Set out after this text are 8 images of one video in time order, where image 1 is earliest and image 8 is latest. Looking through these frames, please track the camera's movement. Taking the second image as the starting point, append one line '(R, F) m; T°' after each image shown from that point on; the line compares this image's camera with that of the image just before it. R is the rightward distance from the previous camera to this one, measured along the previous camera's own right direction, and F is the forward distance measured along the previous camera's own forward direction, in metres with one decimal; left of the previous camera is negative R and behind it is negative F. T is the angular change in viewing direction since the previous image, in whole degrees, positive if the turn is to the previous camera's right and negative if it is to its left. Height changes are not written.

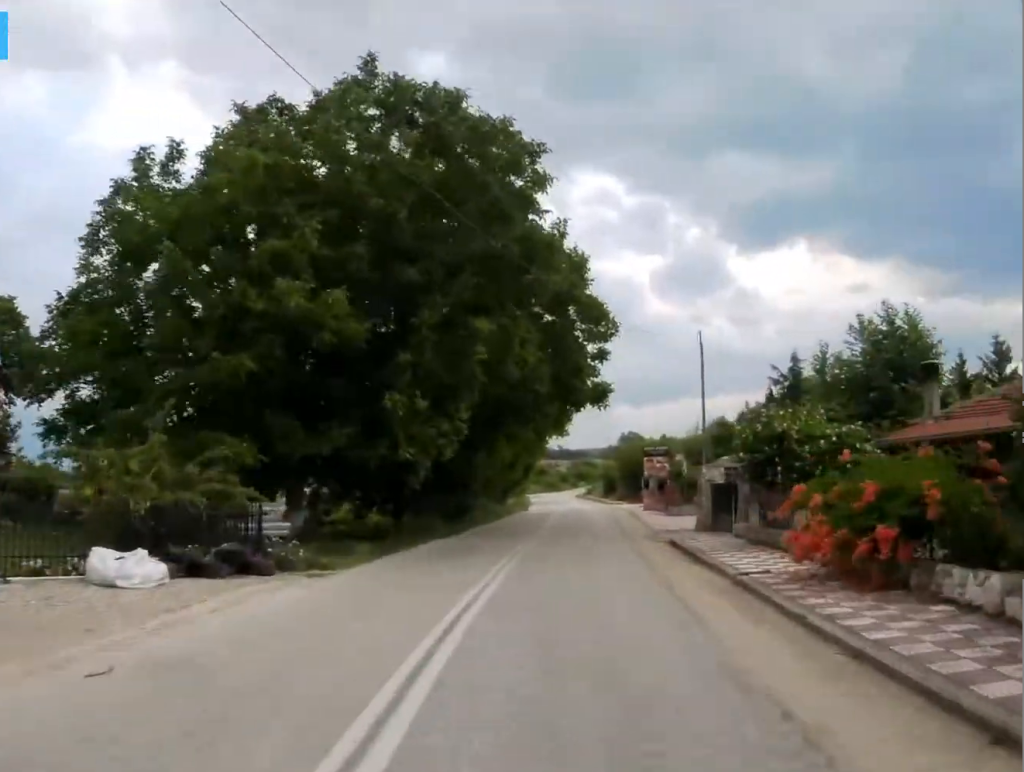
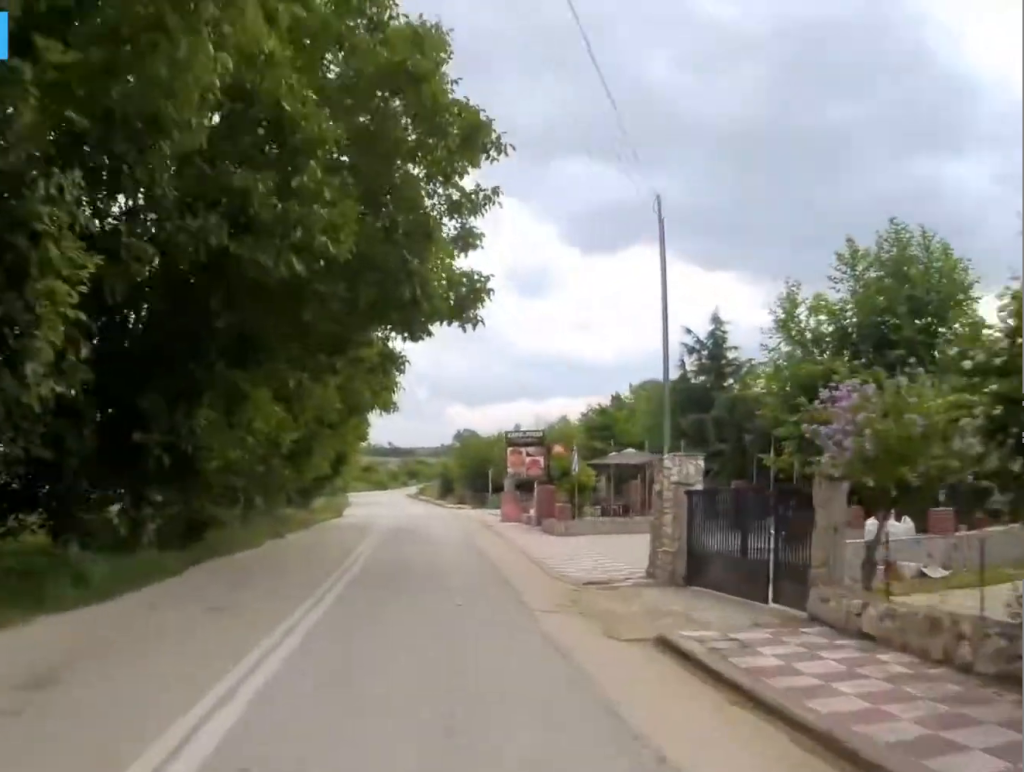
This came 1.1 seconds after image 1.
(+1.6, +15.8) m; +11°
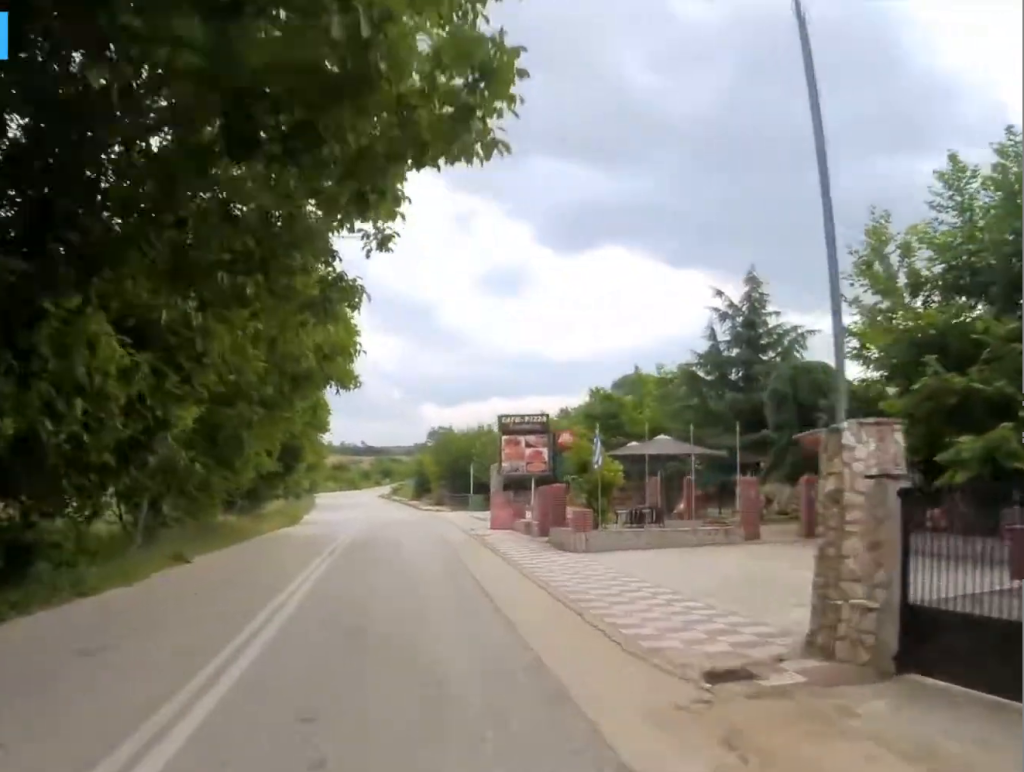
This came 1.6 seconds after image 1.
(+0.1, +6.9) m; +5°
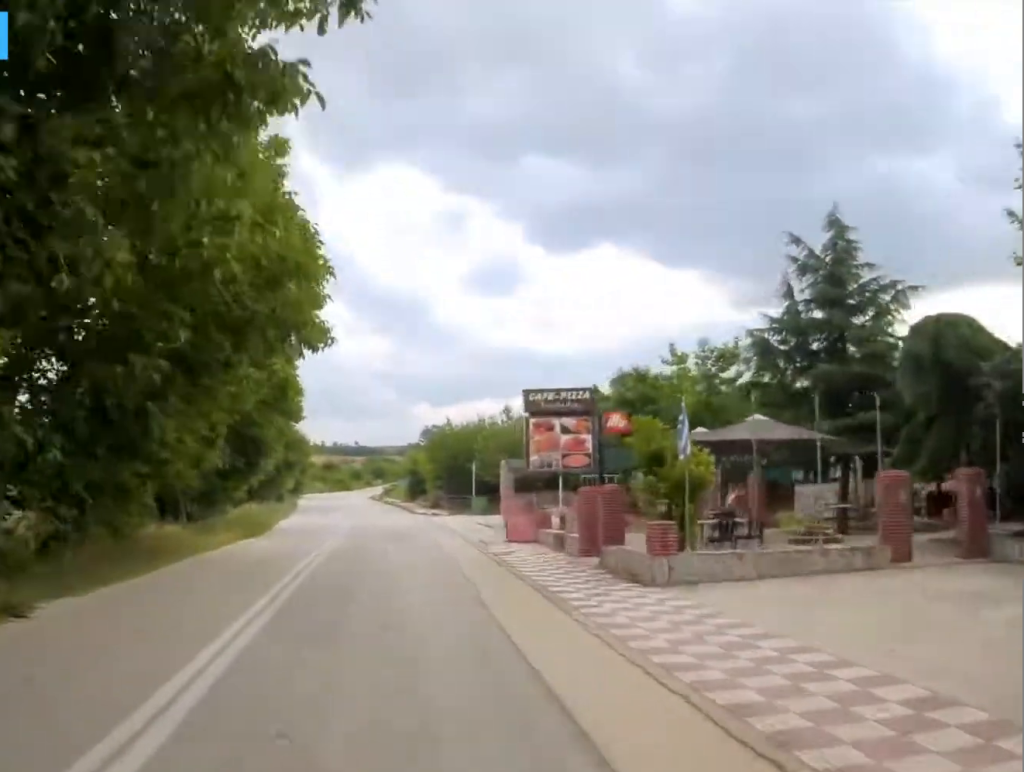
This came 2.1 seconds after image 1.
(+0.6, +6.6) m; +2°
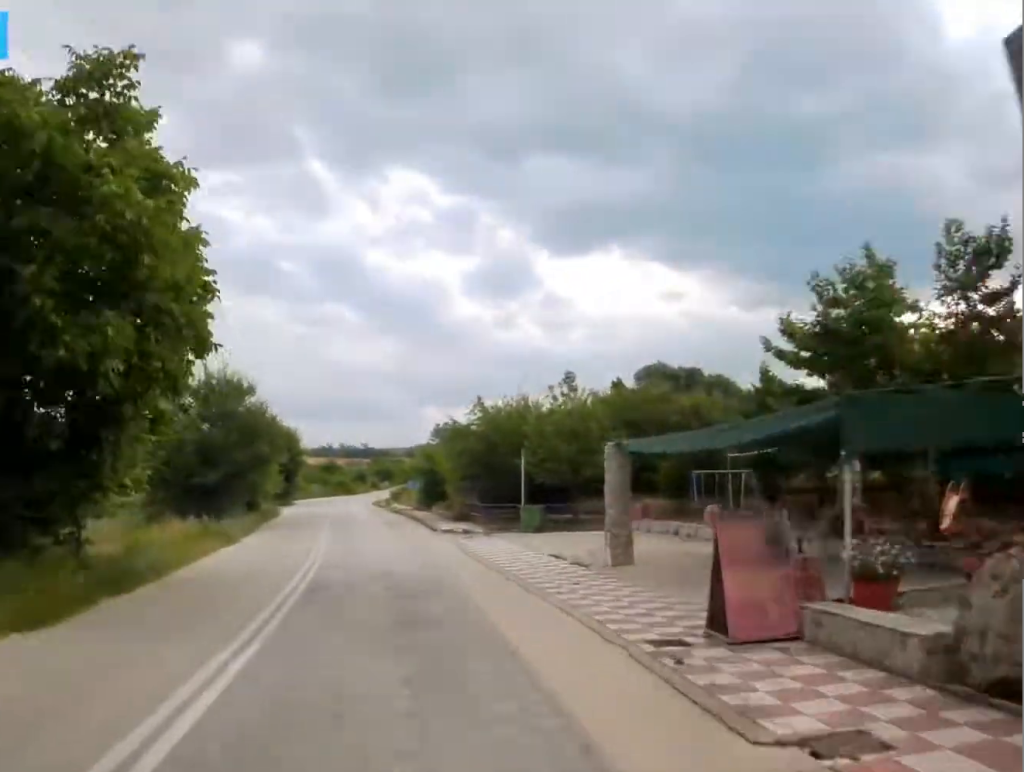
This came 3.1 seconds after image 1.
(+0.5, +14.5) m; +2°
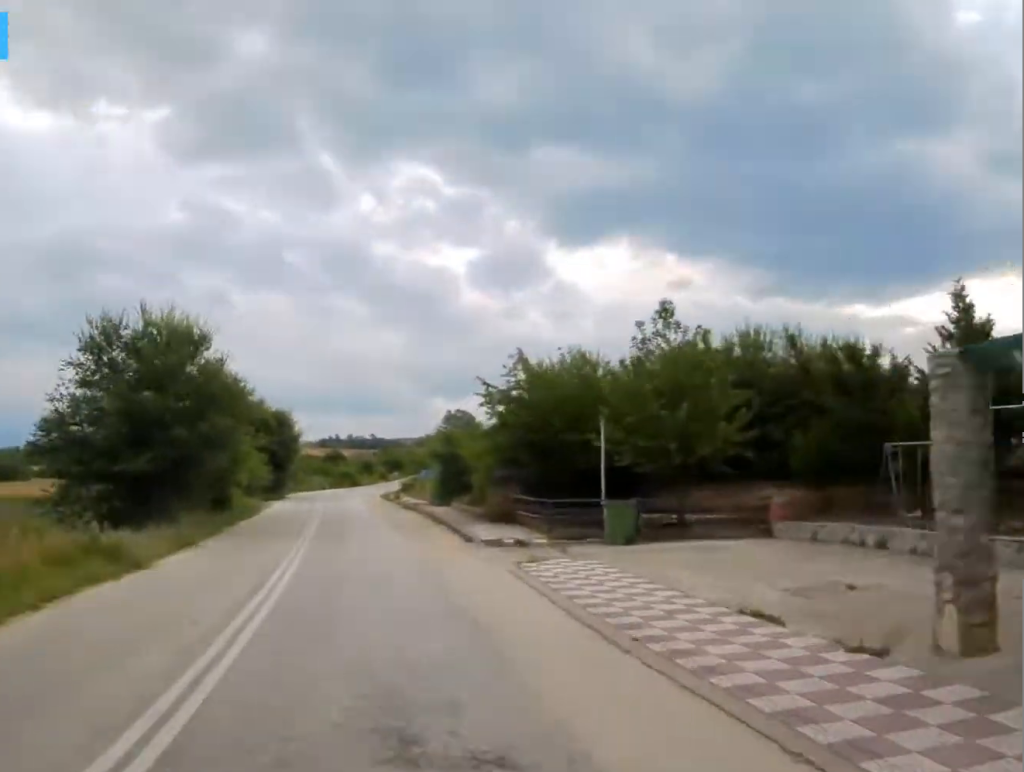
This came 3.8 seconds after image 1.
(-0.1, +11.7) m; 0°
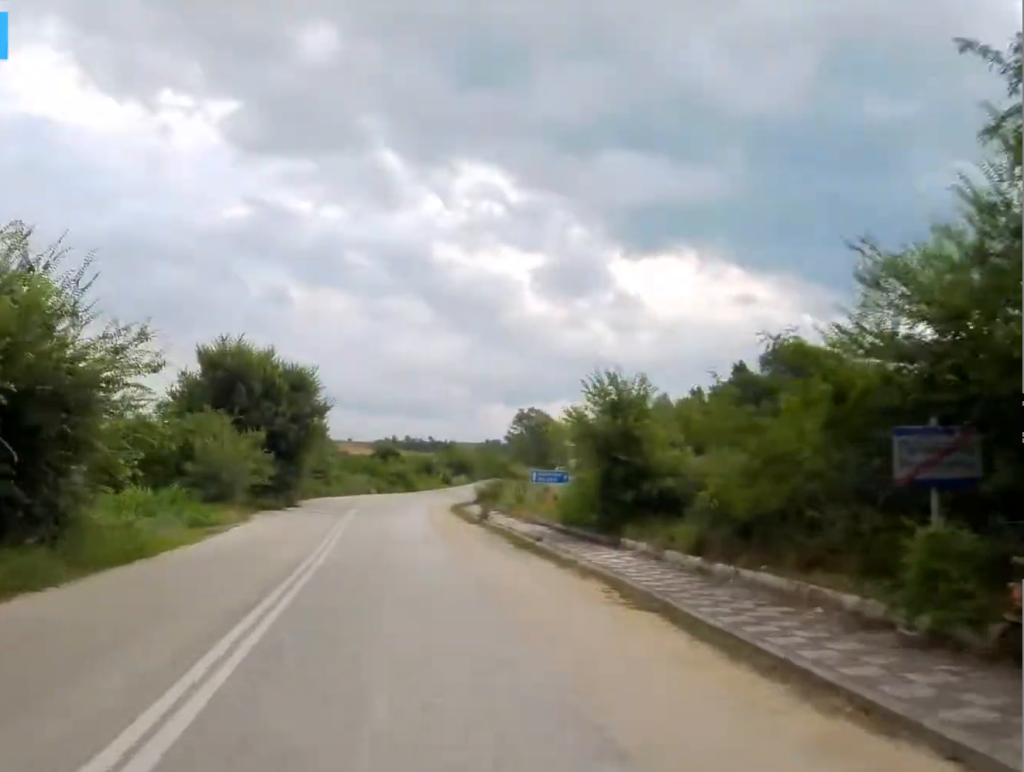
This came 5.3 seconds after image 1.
(0.0, +28.6) m; -2°
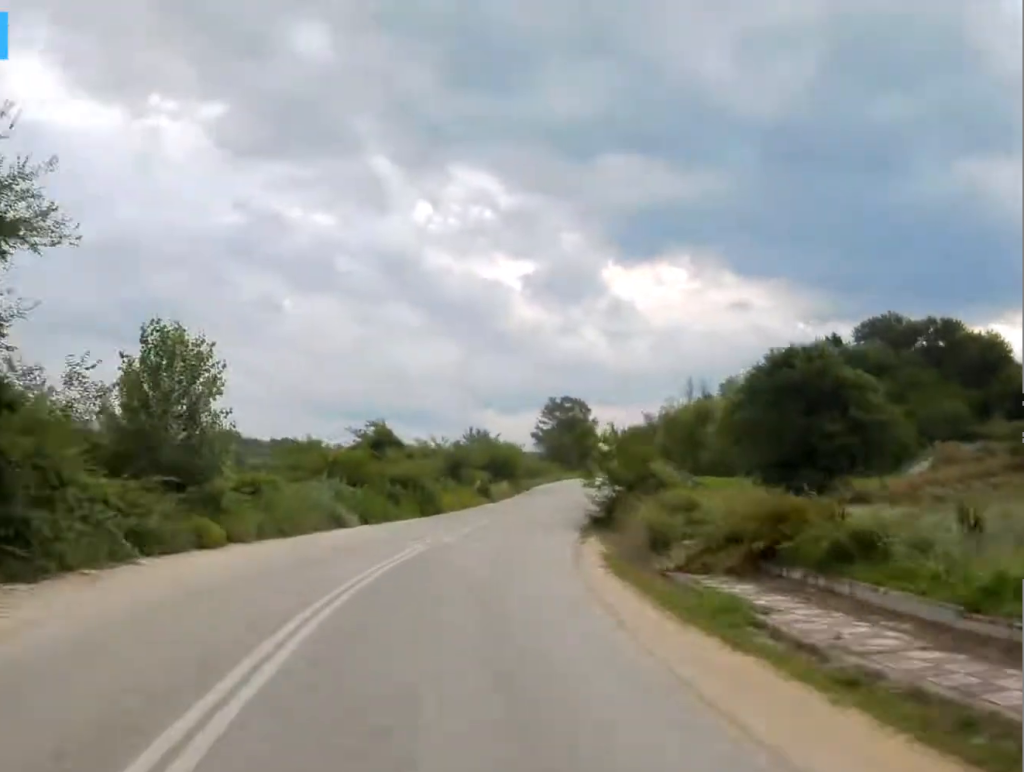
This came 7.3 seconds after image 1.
(-0.6, +51.1) m; +3°
